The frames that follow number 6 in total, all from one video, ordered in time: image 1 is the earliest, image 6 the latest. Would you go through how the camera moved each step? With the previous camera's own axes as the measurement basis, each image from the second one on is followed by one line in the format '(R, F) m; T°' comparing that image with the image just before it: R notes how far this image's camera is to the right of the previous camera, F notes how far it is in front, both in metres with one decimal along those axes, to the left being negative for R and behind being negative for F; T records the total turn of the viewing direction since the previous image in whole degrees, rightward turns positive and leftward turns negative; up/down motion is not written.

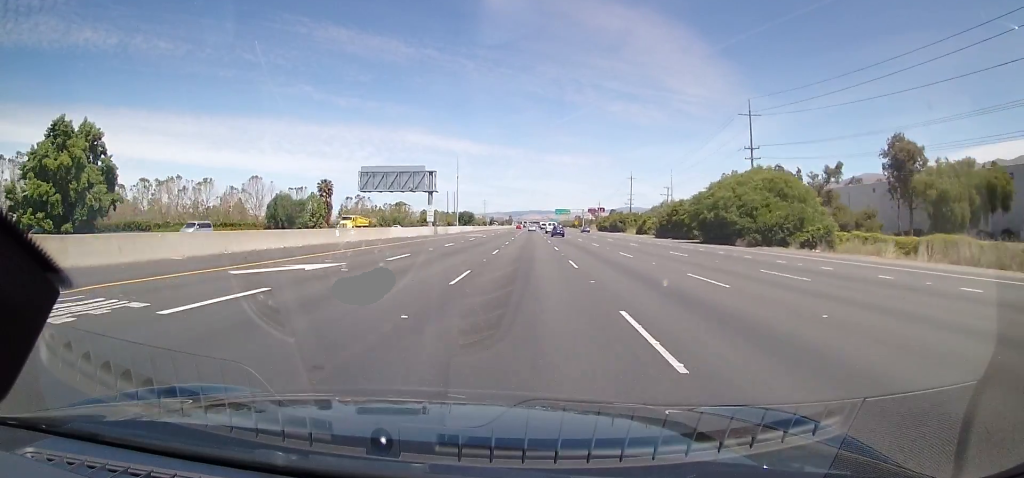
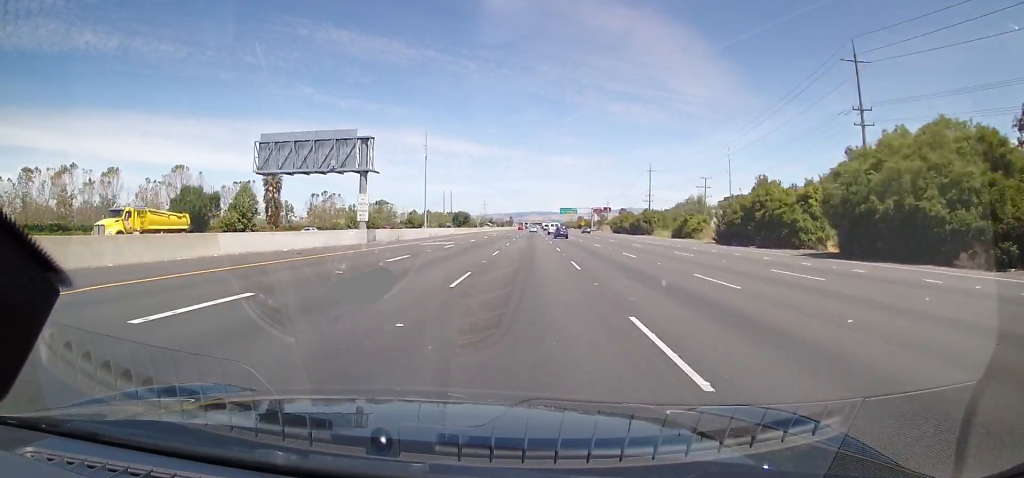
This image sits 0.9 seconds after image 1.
(0.0, +31.5) m; -1°
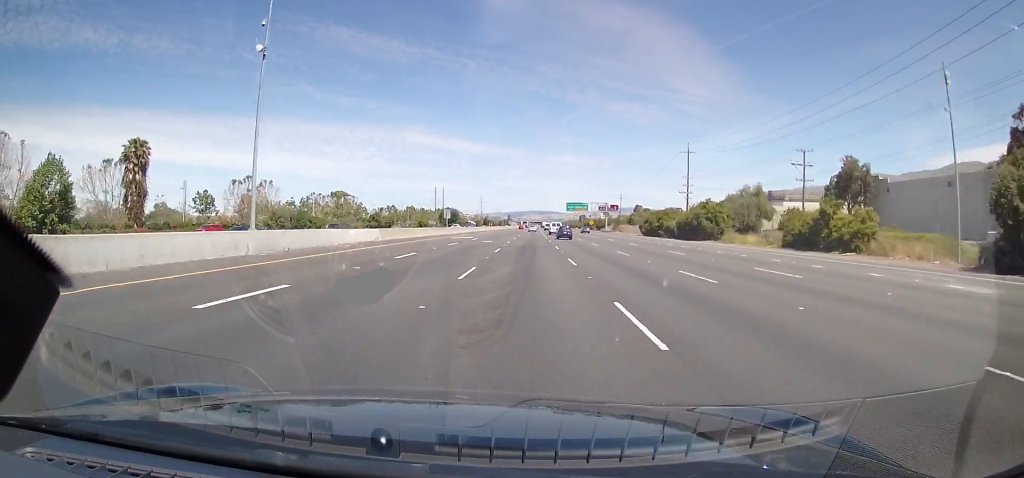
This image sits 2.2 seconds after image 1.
(-0.6, +44.2) m; 0°
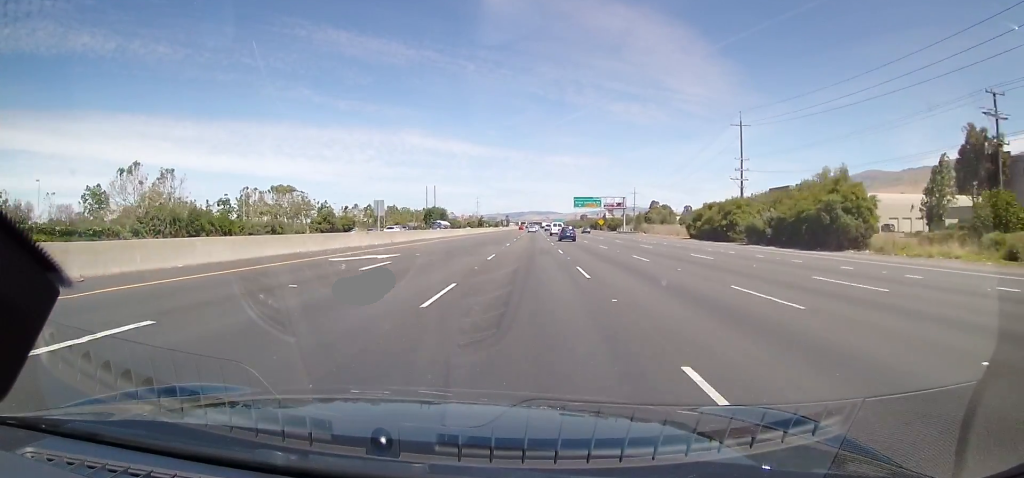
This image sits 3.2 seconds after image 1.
(+0.6, +36.0) m; +1°
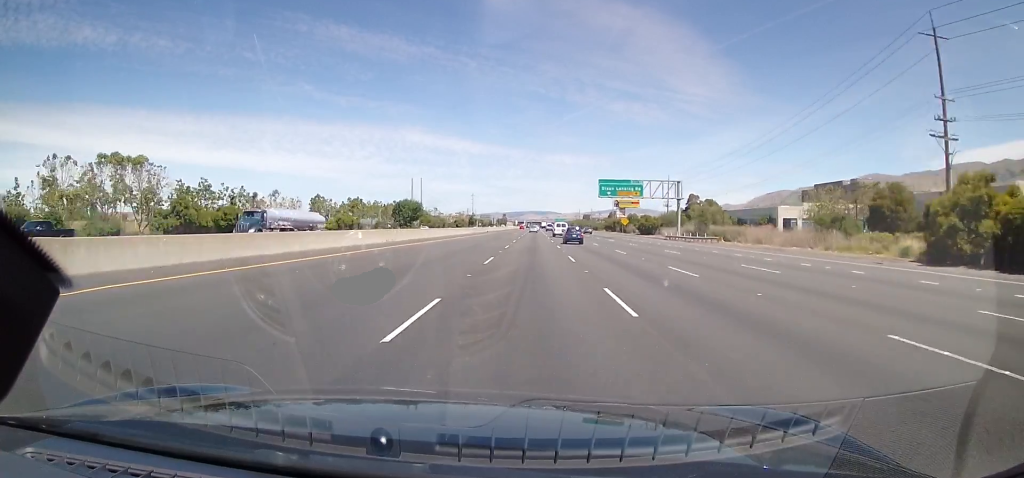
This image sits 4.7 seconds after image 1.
(-0.2, +53.1) m; 0°
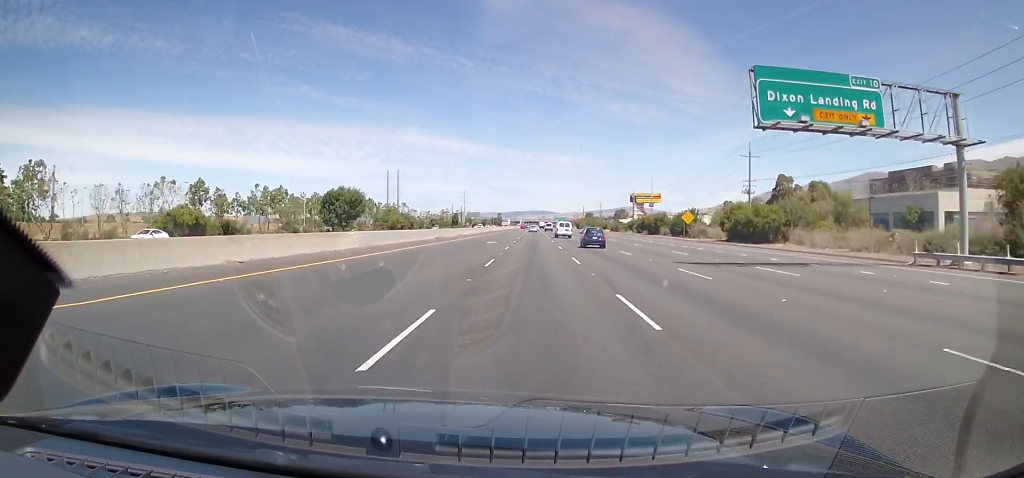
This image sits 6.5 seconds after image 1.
(+0.2, +62.7) m; 0°
